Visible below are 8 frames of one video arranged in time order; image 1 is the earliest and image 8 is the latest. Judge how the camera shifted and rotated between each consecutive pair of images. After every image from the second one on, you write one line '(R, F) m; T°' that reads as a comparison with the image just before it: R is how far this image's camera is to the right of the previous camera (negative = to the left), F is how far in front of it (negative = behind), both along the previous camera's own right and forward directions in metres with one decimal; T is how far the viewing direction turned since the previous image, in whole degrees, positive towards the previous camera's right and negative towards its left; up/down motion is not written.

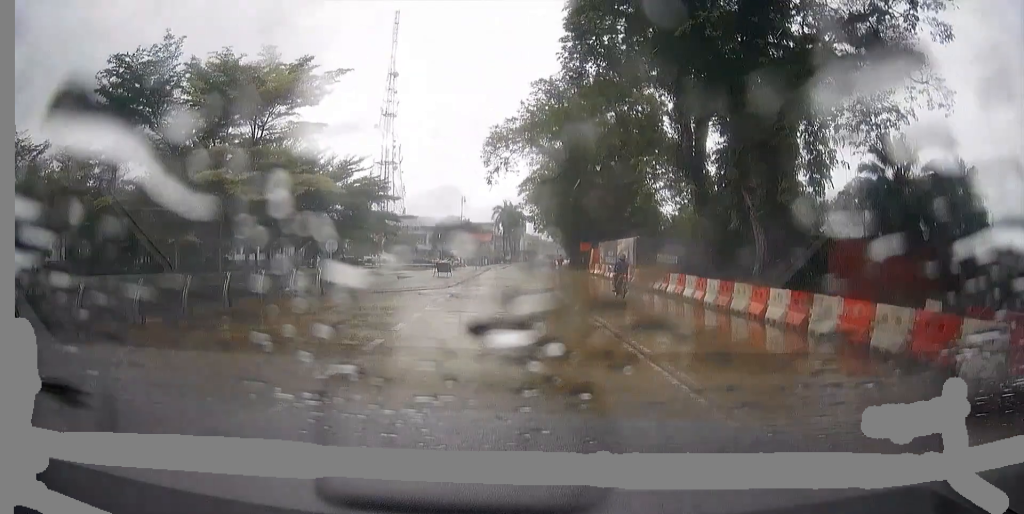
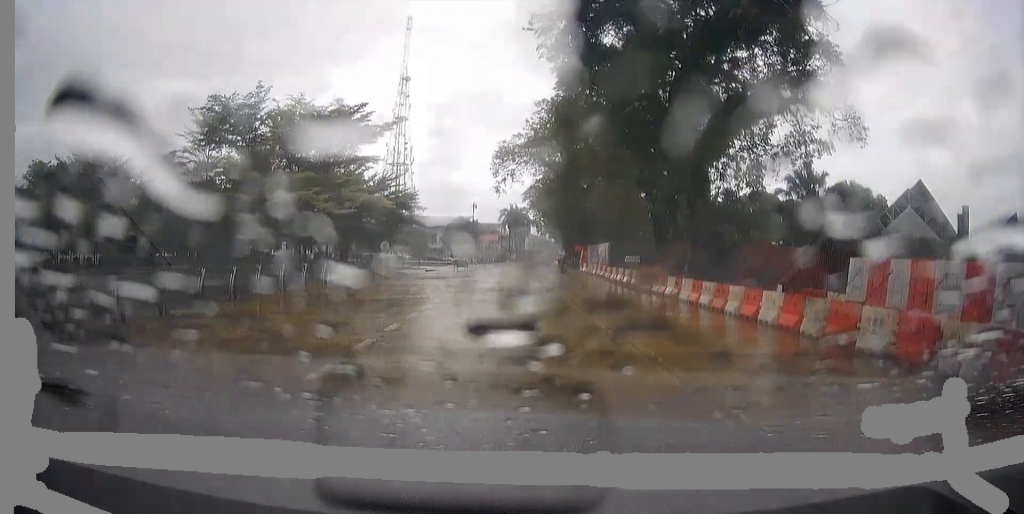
(-0.1, +9.7) m; 0°
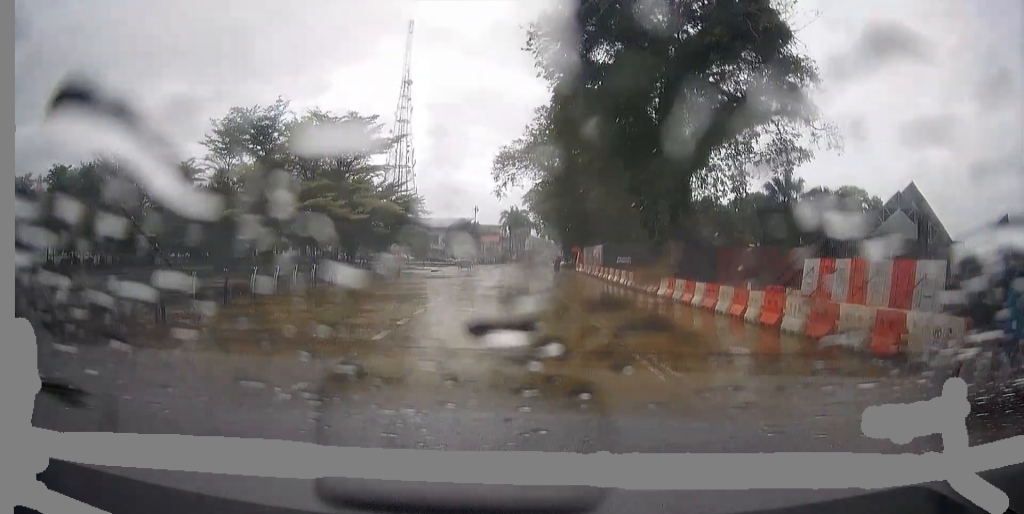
(0.0, +3.5) m; 0°
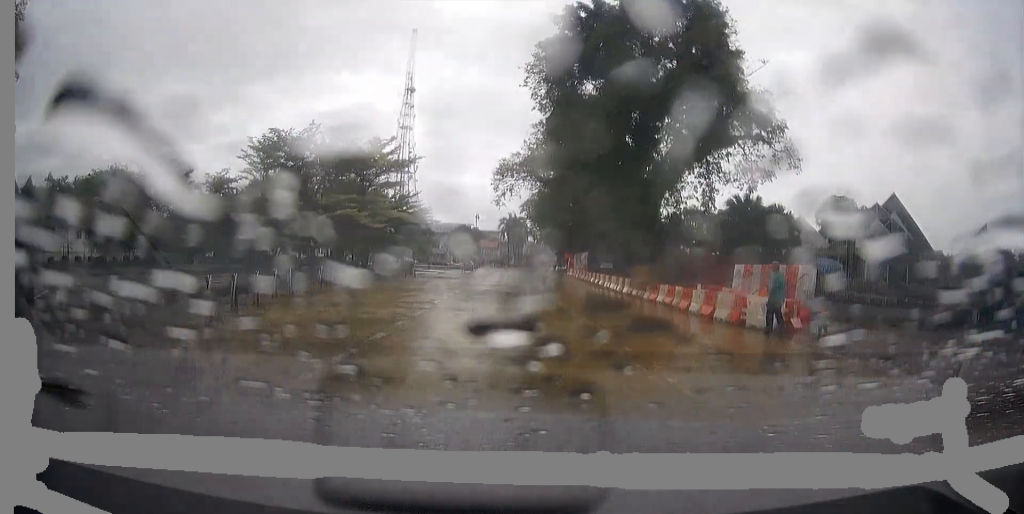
(0.0, +7.1) m; +1°
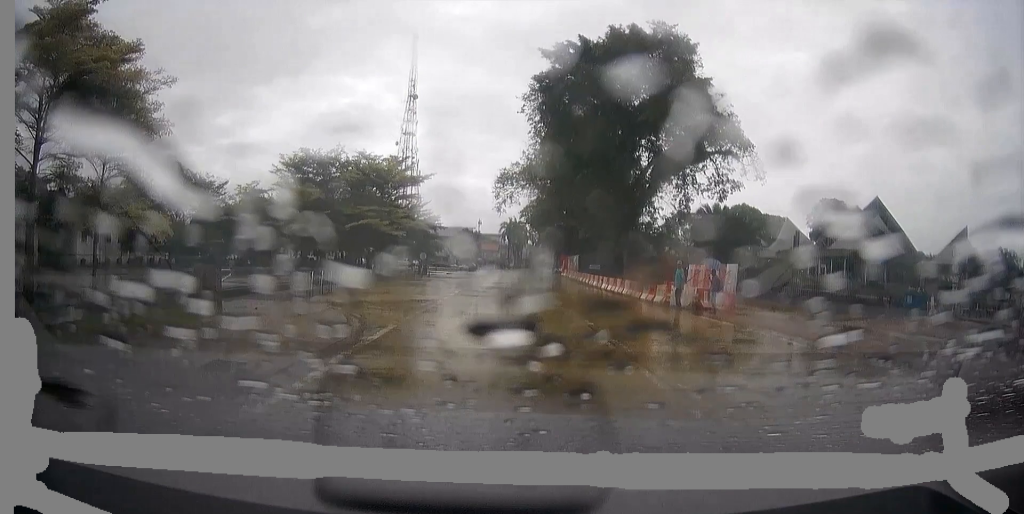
(0.0, +7.1) m; 0°
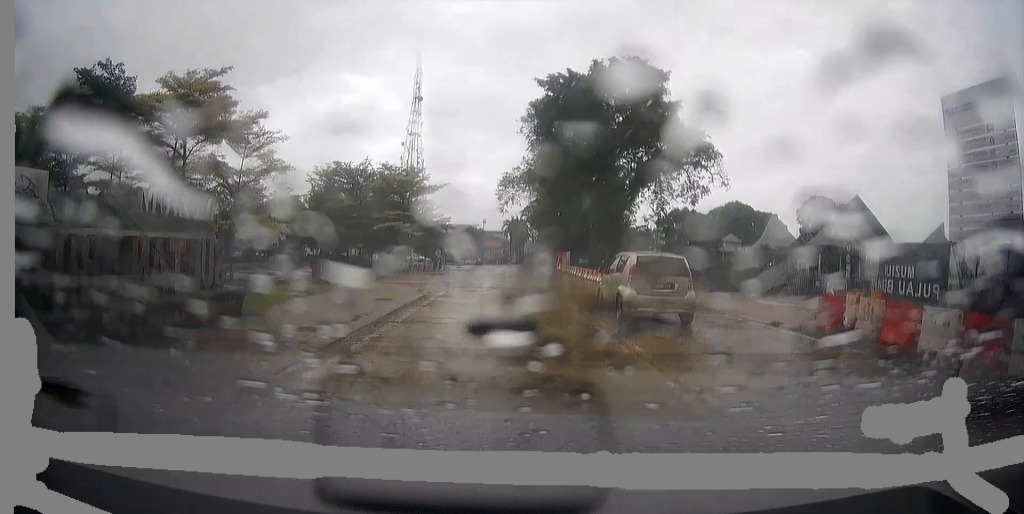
(0.0, +10.0) m; 0°
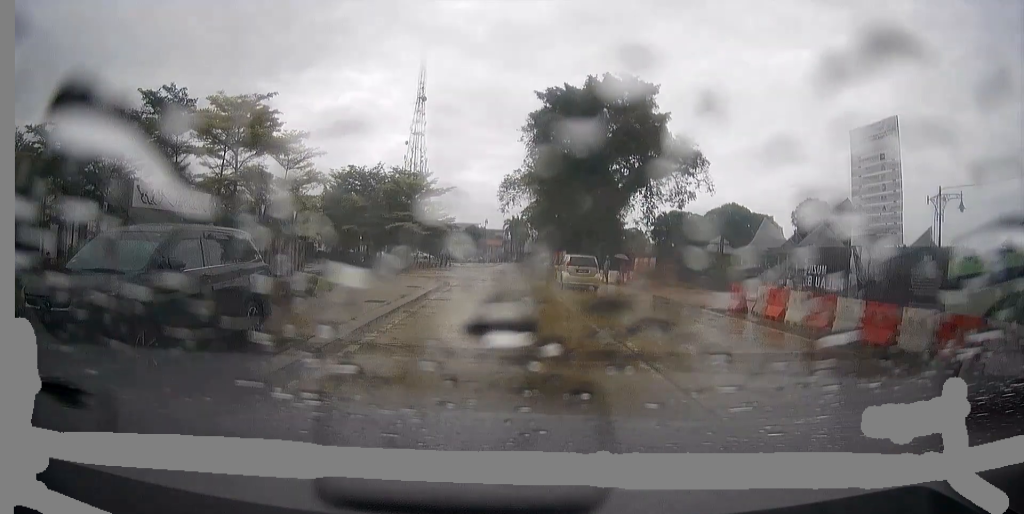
(0.0, +5.0) m; 0°
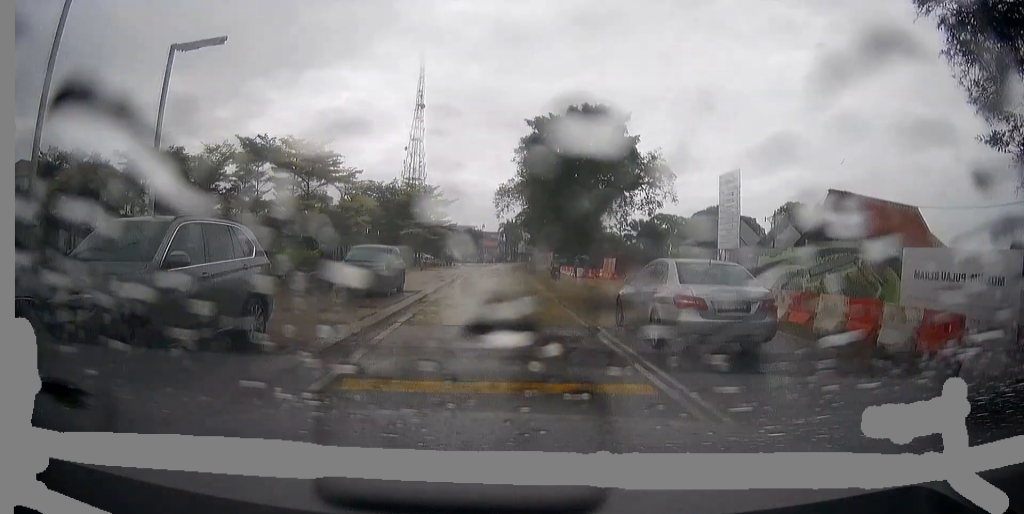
(0.0, +13.1) m; -1°
